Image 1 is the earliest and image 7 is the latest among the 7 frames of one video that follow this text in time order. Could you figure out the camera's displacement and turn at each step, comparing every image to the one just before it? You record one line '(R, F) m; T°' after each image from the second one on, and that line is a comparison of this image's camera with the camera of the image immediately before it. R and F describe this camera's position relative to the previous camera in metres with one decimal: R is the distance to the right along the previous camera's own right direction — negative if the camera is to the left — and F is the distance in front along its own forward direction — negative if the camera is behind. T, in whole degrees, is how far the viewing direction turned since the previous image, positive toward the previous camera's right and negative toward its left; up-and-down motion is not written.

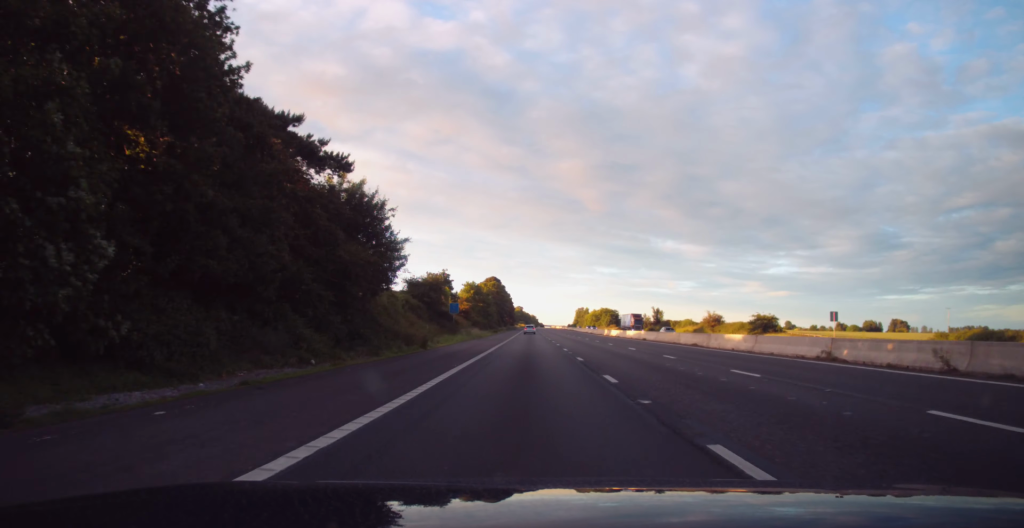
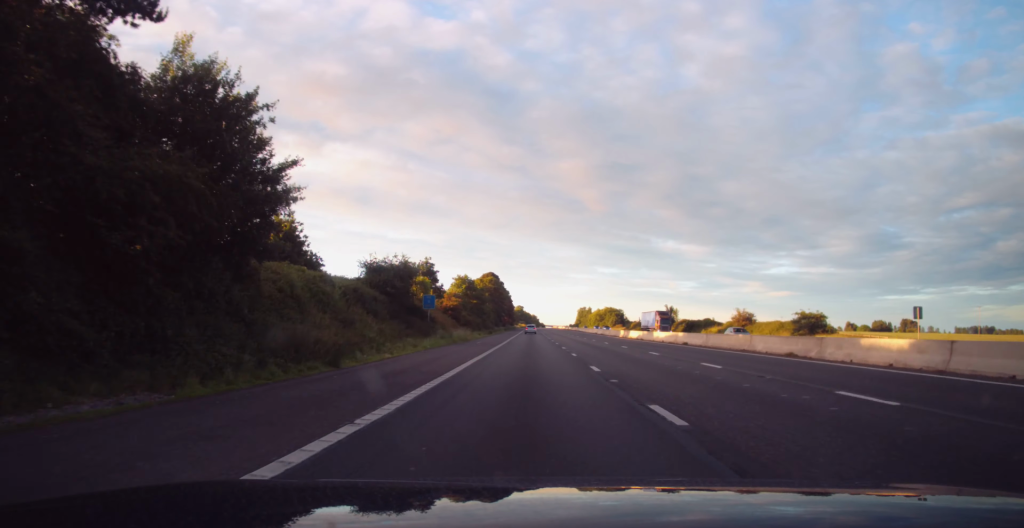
(0.0, +15.1) m; 0°
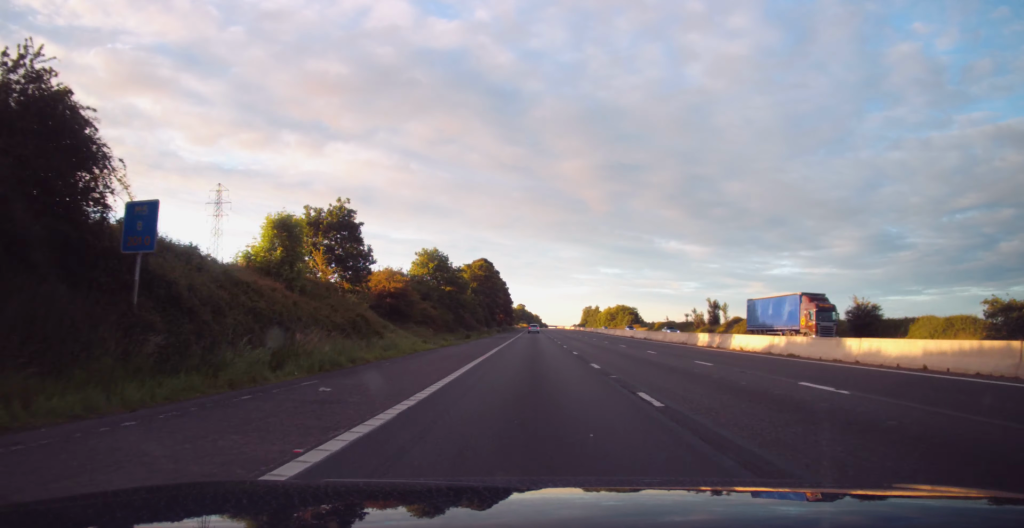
(-0.2, +34.7) m; 0°
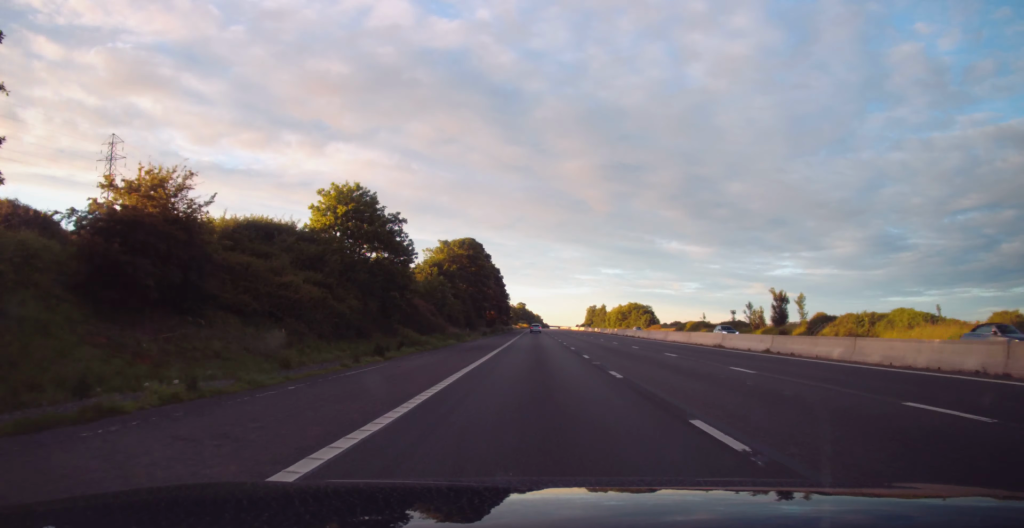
(+0.2, +31.3) m; 0°
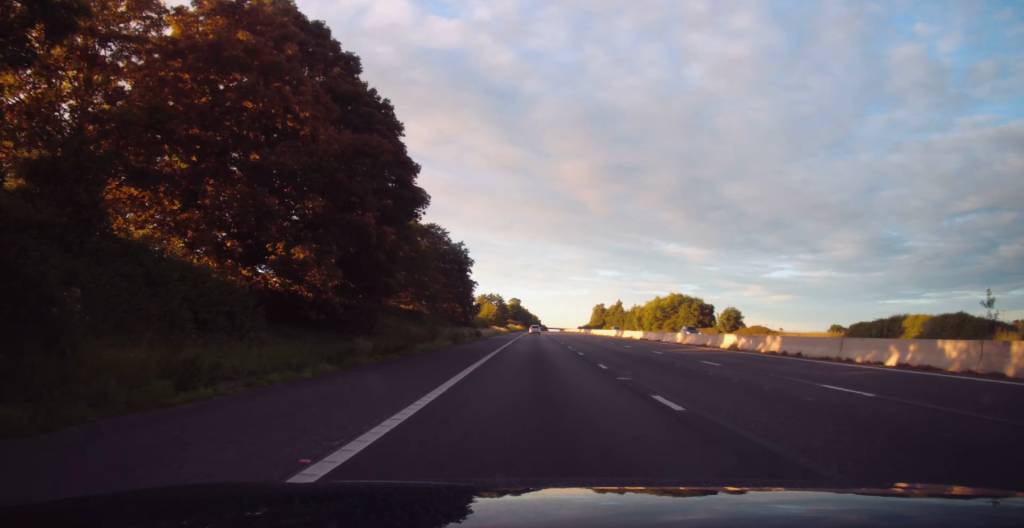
(+0.1, +79.0) m; 0°
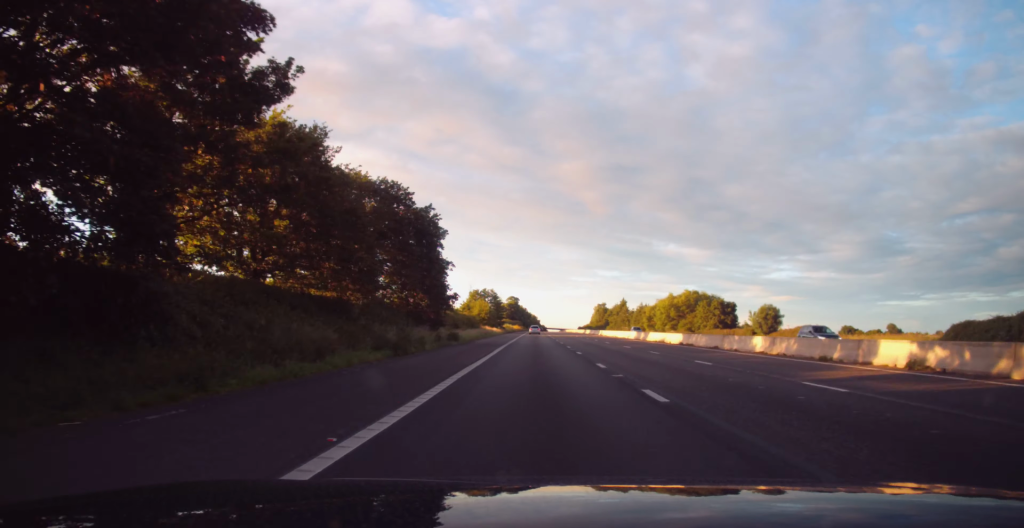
(0.0, +17.3) m; 0°
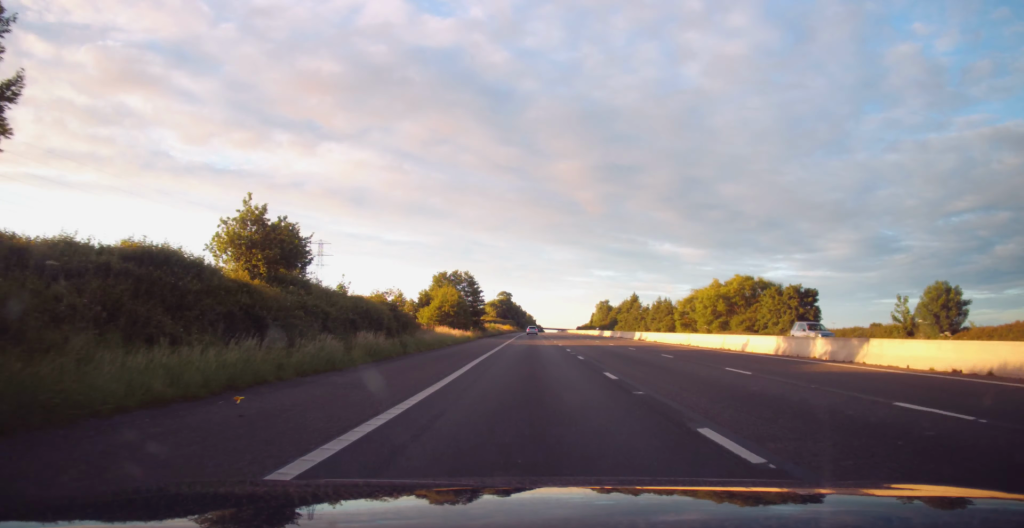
(-0.1, +41.1) m; 0°
